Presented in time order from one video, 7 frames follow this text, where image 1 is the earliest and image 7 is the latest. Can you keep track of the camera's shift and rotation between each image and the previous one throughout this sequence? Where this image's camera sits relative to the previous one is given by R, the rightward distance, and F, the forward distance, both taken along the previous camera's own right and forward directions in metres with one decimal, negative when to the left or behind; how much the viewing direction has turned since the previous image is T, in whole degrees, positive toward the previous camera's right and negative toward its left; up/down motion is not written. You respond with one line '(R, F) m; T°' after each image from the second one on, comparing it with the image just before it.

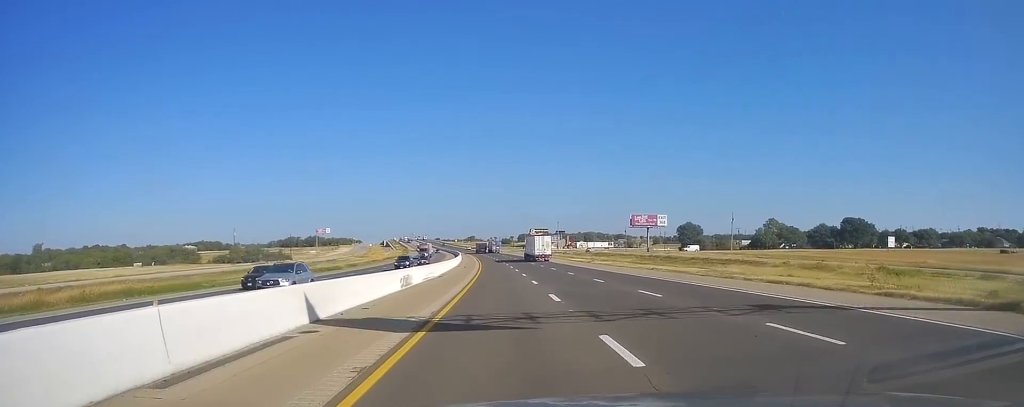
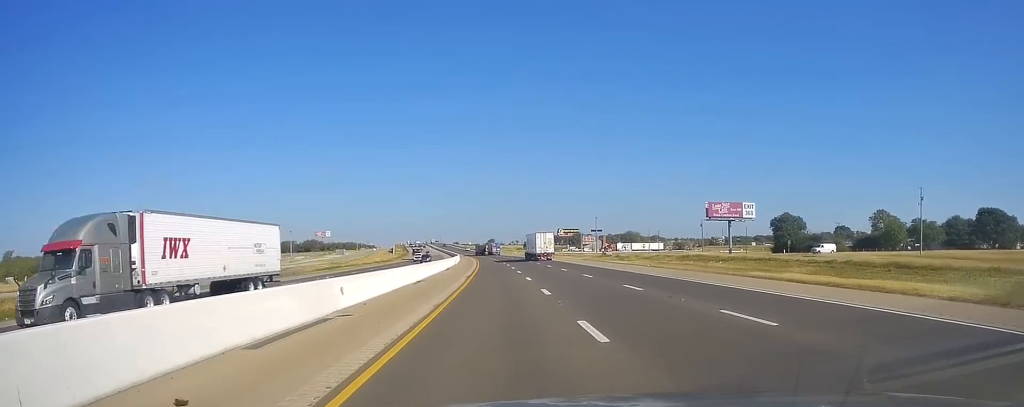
(-2.6, +71.5) m; -4°
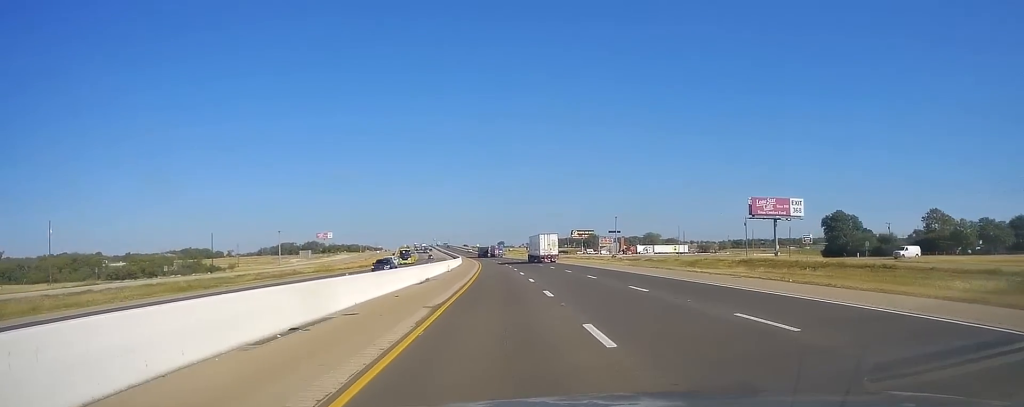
(-0.5, +25.2) m; 0°
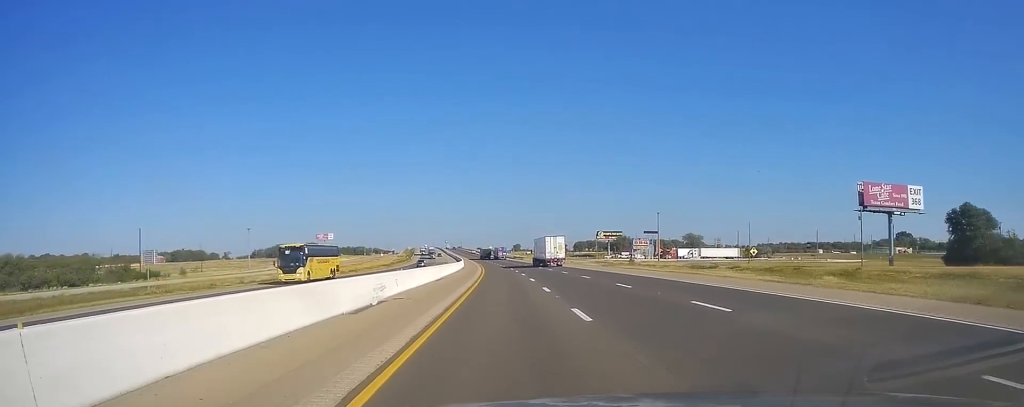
(+0.7, +44.6) m; 0°
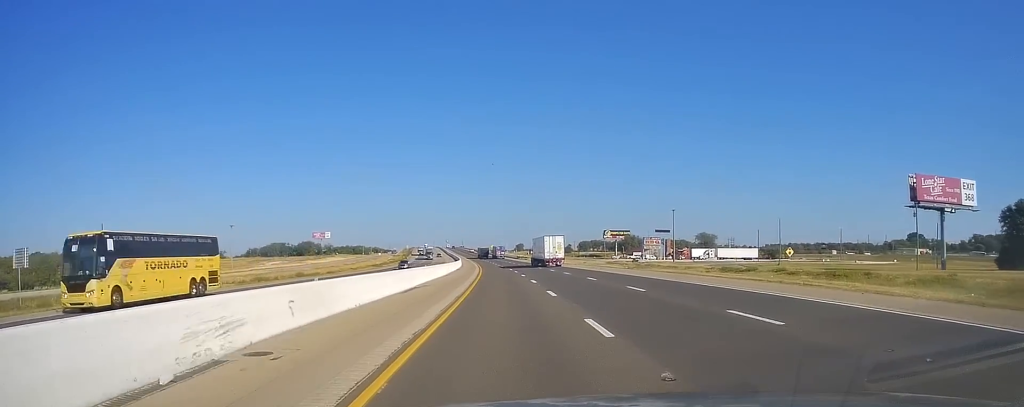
(+0.1, +15.5) m; -1°
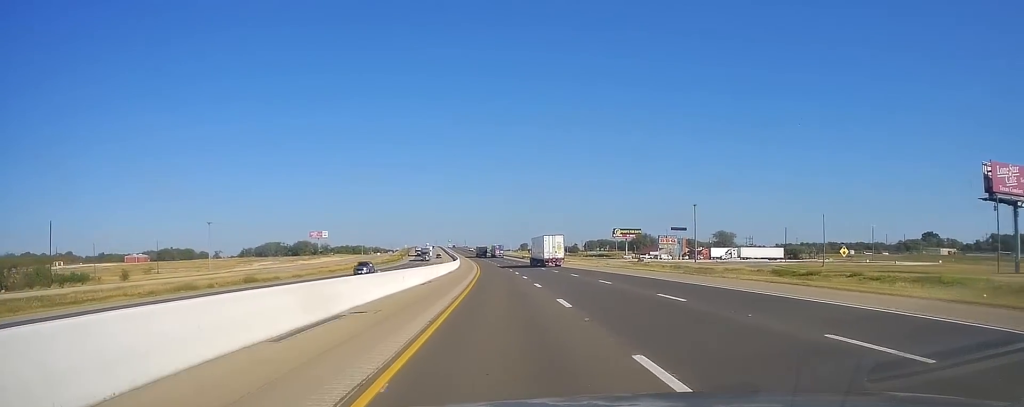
(-0.3, +17.7) m; -1°
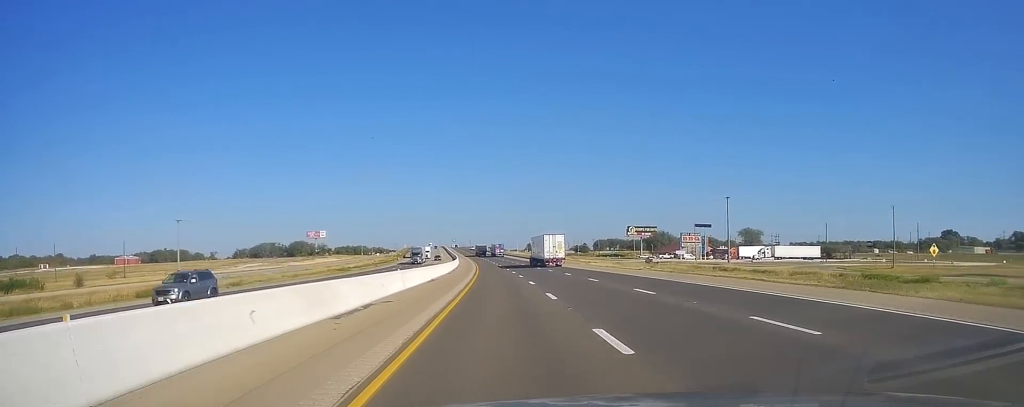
(-0.4, +21.1) m; -1°
